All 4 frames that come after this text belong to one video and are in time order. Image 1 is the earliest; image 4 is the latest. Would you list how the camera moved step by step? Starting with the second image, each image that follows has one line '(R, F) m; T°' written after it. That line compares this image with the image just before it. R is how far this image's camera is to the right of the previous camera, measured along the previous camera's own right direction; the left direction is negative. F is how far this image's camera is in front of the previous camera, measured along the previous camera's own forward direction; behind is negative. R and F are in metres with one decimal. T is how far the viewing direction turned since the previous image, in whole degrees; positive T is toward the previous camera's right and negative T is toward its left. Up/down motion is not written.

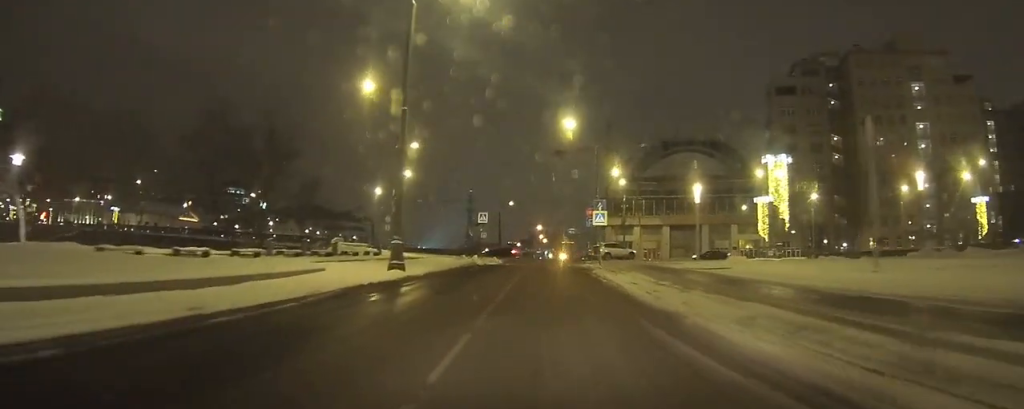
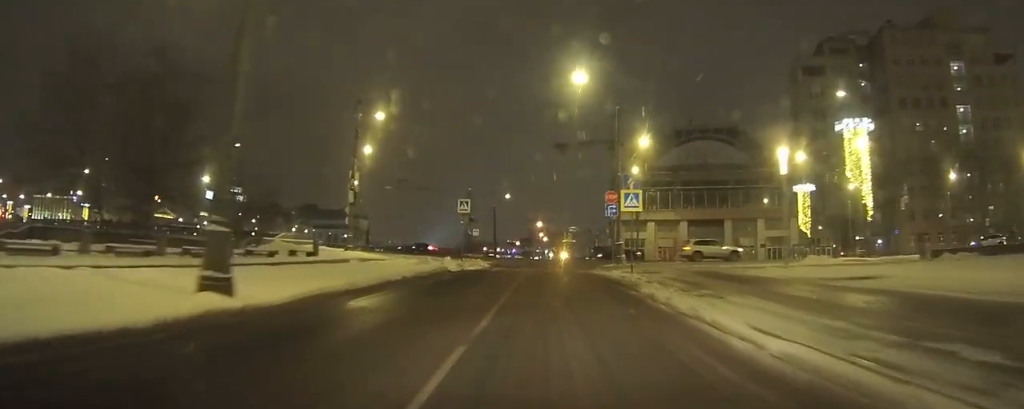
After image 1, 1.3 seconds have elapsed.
(0.0, +13.1) m; 0°
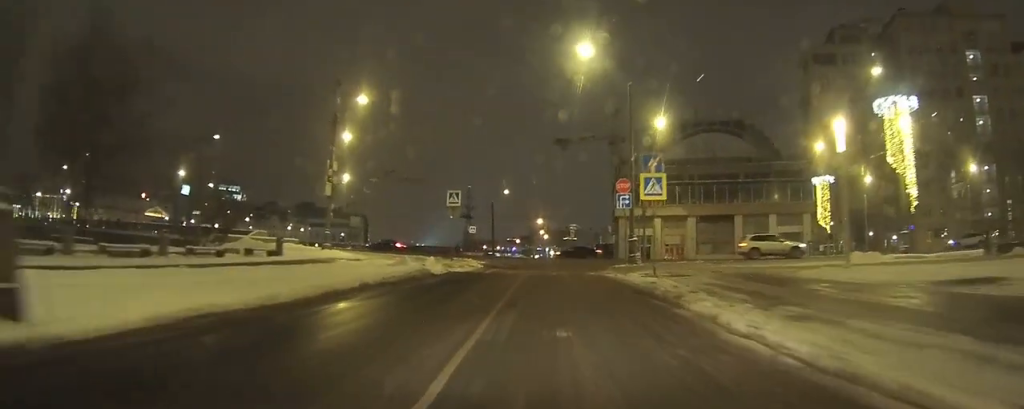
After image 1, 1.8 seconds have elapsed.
(0.0, +4.7) m; 0°
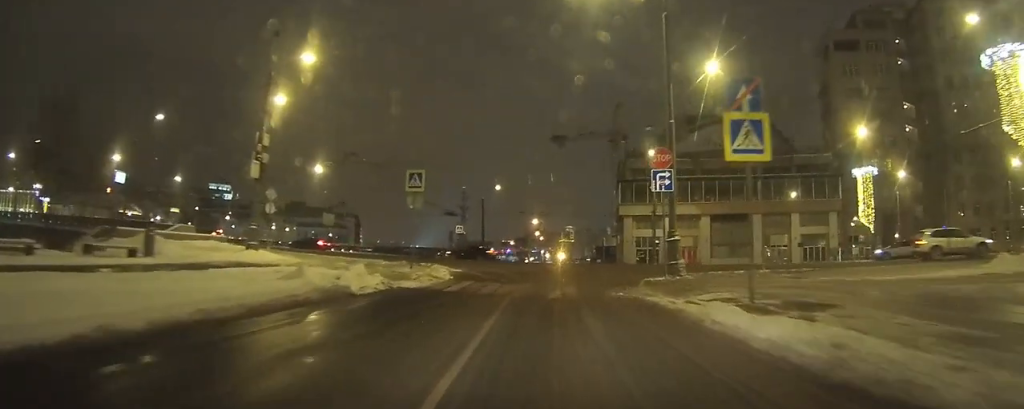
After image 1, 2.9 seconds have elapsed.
(+0.1, +9.4) m; -1°
